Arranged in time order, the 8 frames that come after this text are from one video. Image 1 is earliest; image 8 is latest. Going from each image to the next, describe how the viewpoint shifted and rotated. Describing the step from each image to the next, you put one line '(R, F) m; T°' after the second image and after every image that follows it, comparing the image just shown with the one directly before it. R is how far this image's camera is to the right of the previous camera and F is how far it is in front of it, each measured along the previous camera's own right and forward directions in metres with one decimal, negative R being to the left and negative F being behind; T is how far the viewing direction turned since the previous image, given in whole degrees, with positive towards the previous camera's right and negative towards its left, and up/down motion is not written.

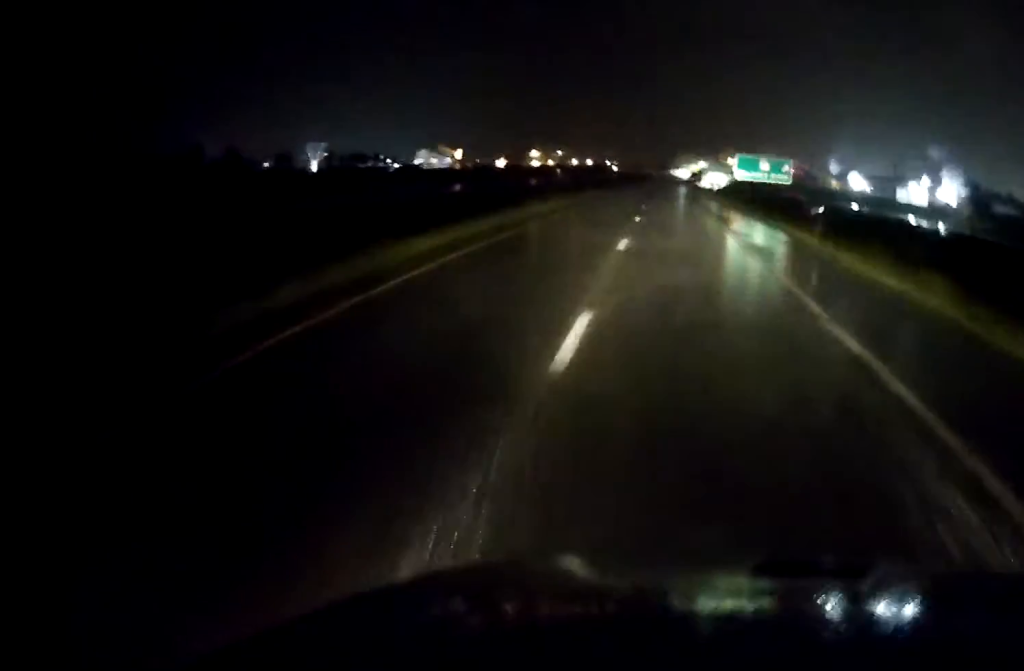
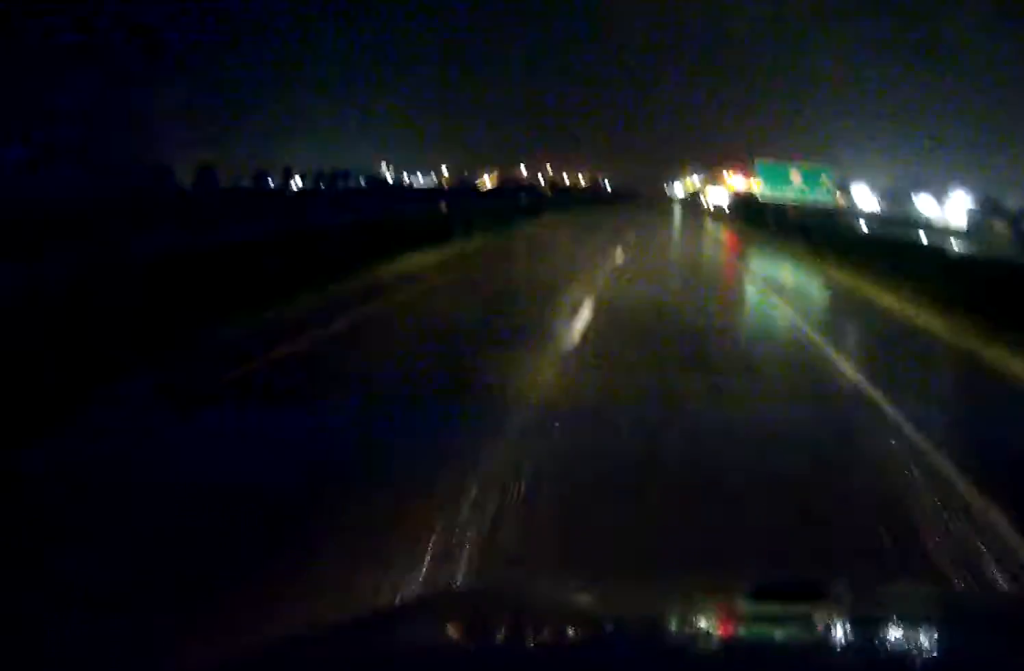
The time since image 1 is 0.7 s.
(+0.1, +21.7) m; 0°
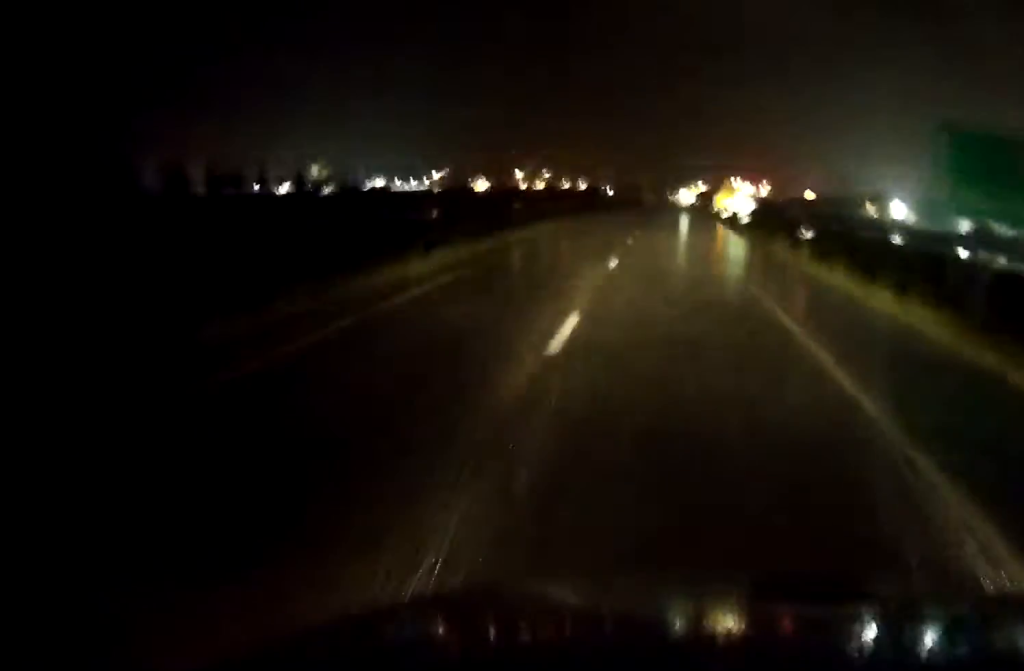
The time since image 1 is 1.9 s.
(0.0, +37.1) m; 0°
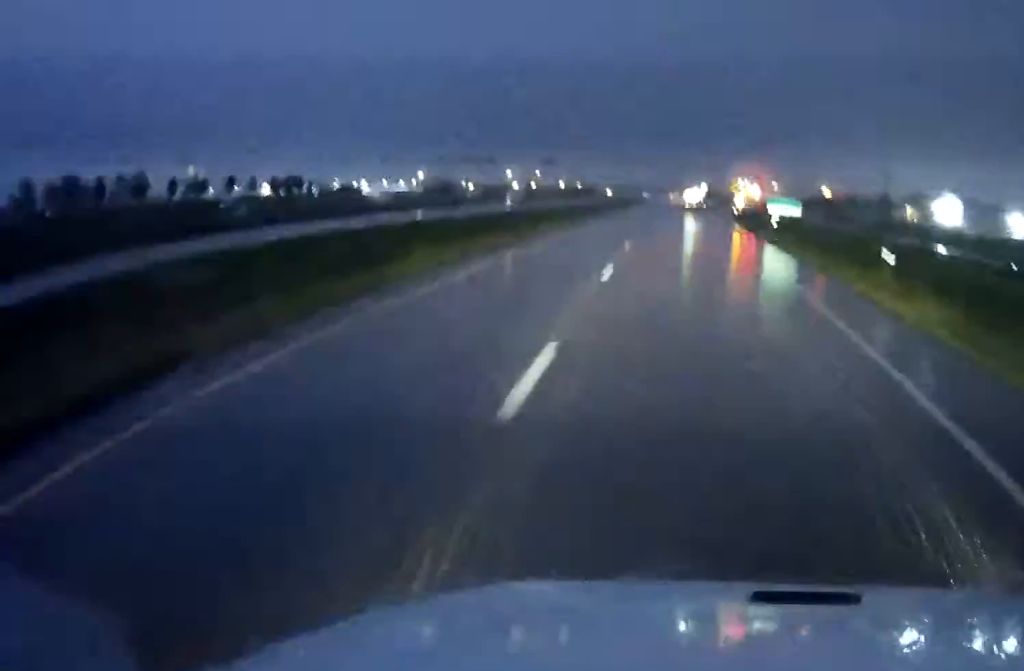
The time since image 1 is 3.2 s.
(+0.1, +39.3) m; 0°
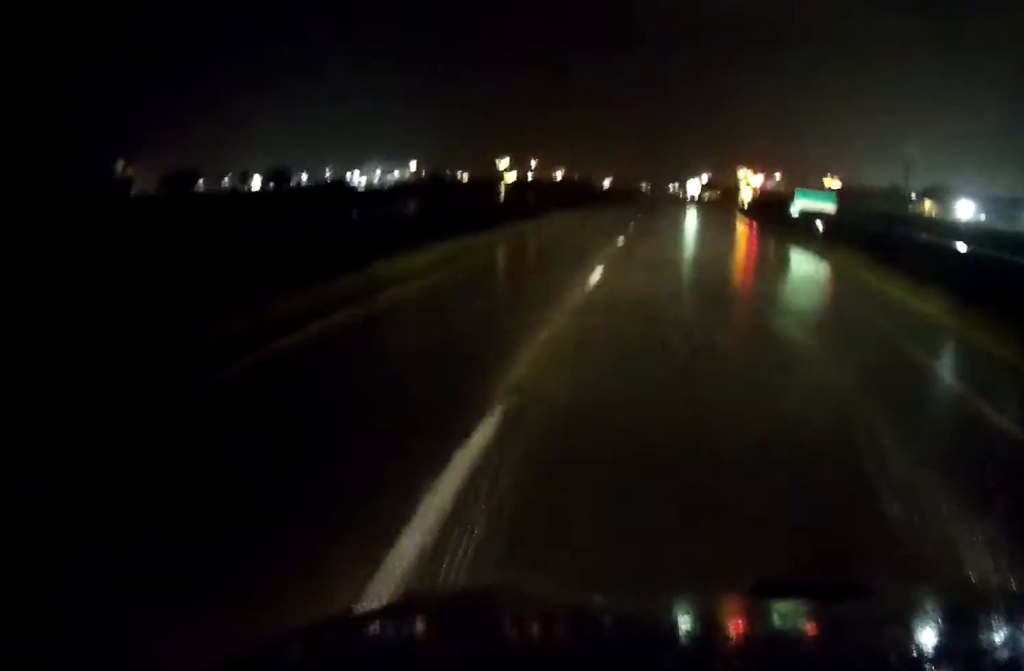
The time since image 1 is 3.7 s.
(-0.1, +15.5) m; 0°
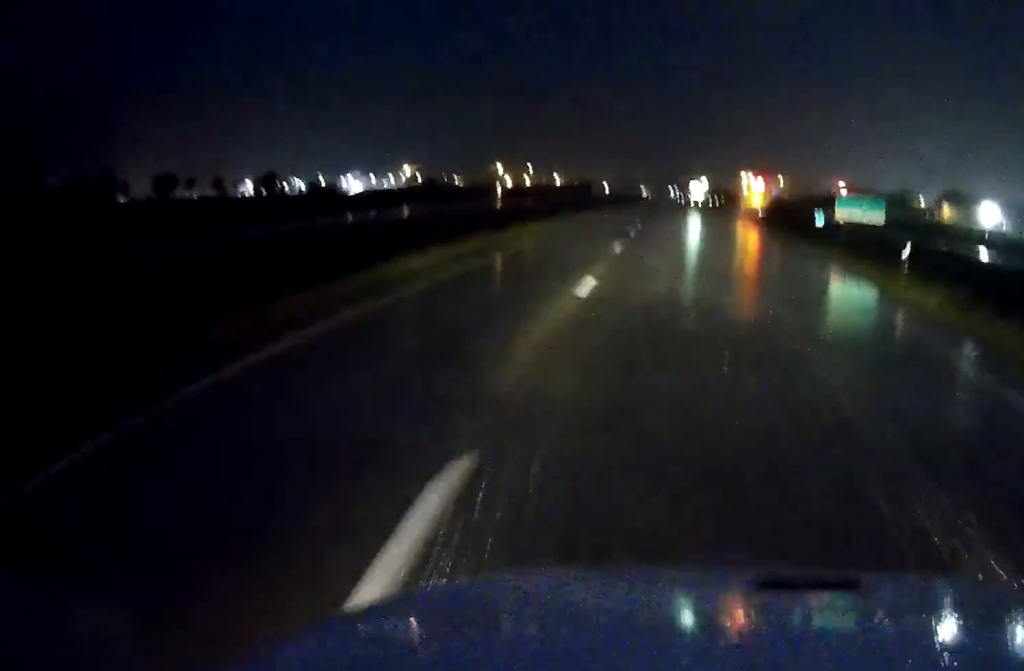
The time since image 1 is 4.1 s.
(0.0, +13.5) m; 0°
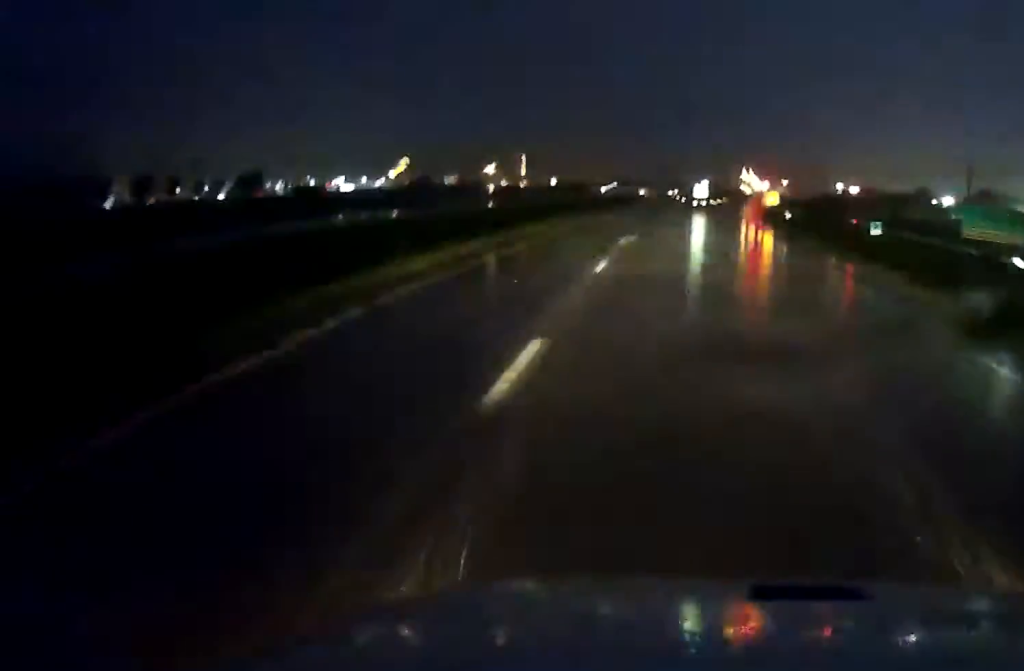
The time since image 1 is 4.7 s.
(0.0, +19.7) m; 0°
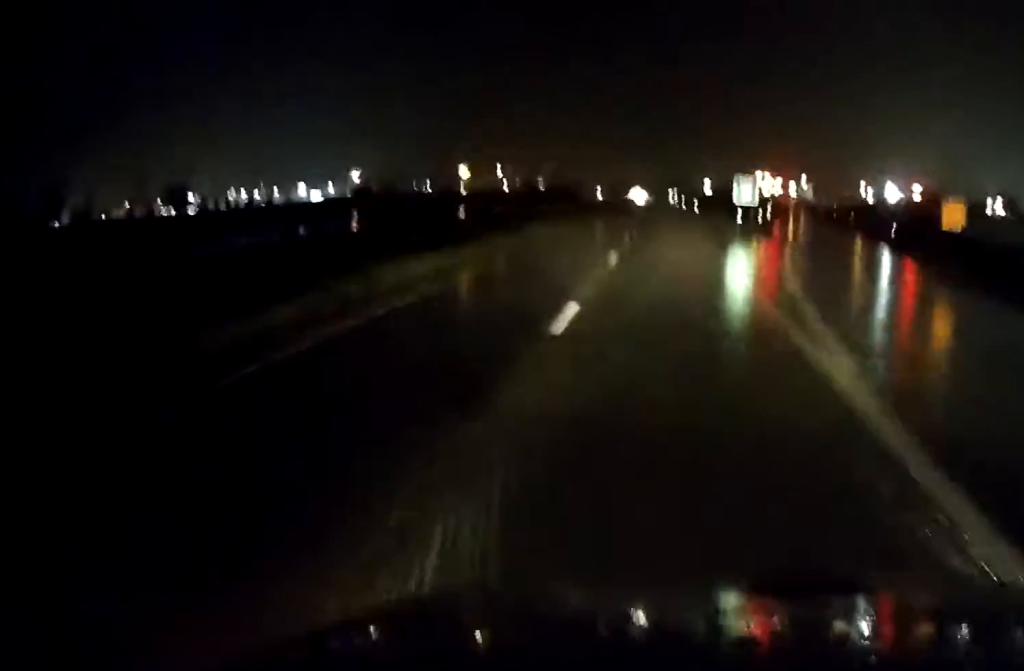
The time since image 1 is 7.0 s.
(+0.4, +69.6) m; 0°
